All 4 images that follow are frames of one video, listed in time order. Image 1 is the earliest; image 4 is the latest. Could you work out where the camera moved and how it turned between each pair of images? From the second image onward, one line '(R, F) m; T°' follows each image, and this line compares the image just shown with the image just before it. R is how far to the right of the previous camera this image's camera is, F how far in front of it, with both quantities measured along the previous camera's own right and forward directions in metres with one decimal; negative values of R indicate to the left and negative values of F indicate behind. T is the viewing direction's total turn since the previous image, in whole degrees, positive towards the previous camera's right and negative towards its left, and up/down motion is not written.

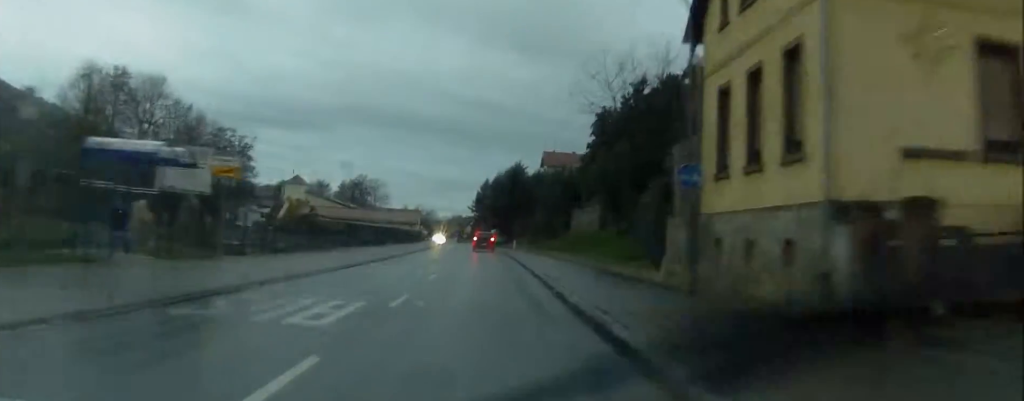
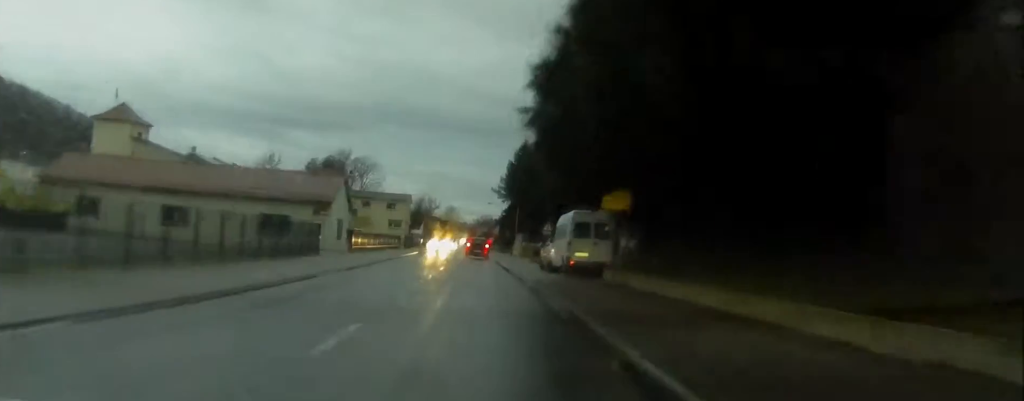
(-1.7, +105.4) m; -2°
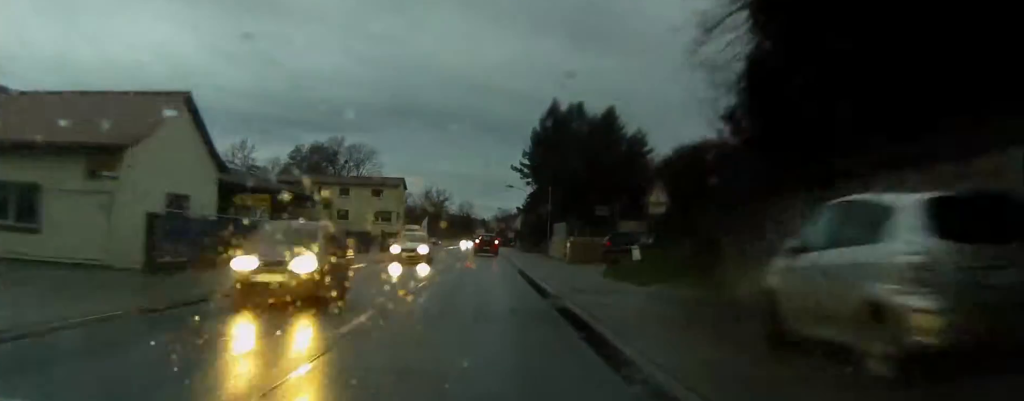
(-1.0, +34.5) m; -3°
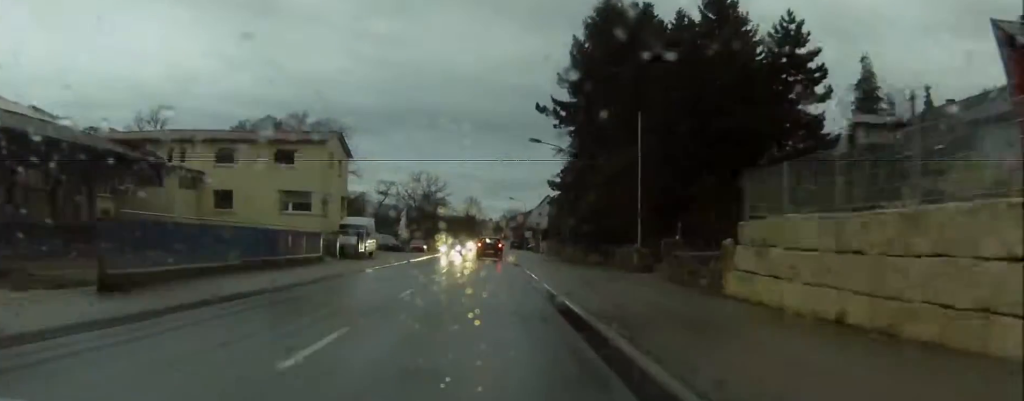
(-0.3, +48.0) m; 0°
